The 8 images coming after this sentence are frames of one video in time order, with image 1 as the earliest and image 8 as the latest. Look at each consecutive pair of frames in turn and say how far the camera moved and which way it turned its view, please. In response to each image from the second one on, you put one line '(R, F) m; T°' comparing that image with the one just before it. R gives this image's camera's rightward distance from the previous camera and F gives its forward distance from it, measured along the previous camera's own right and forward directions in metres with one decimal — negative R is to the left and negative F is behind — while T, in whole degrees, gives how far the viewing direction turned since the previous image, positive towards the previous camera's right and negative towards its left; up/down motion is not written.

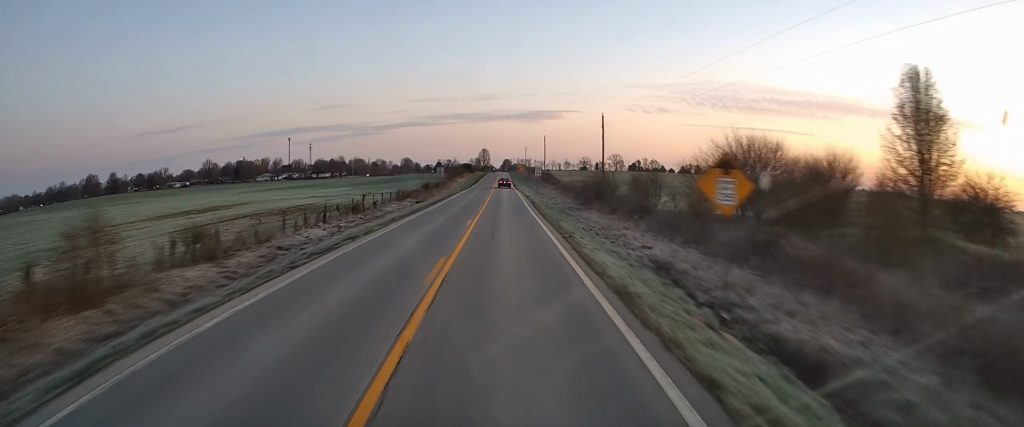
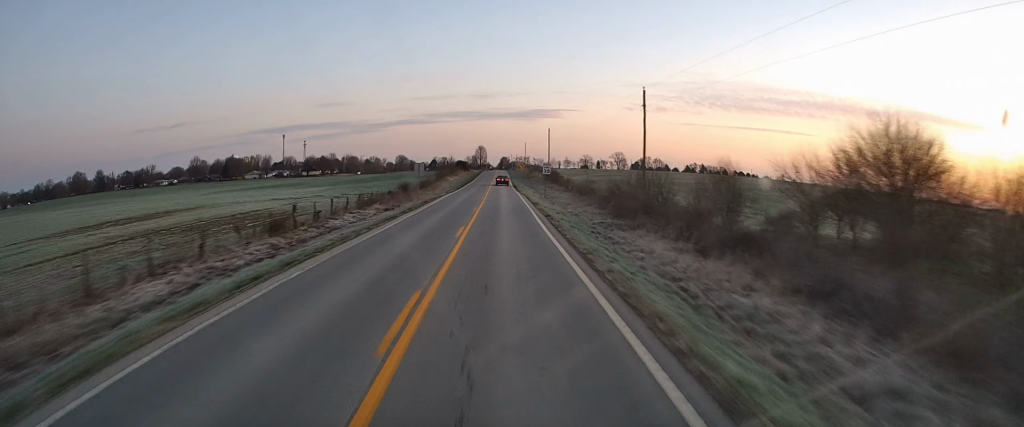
(0.0, +16.9) m; -1°
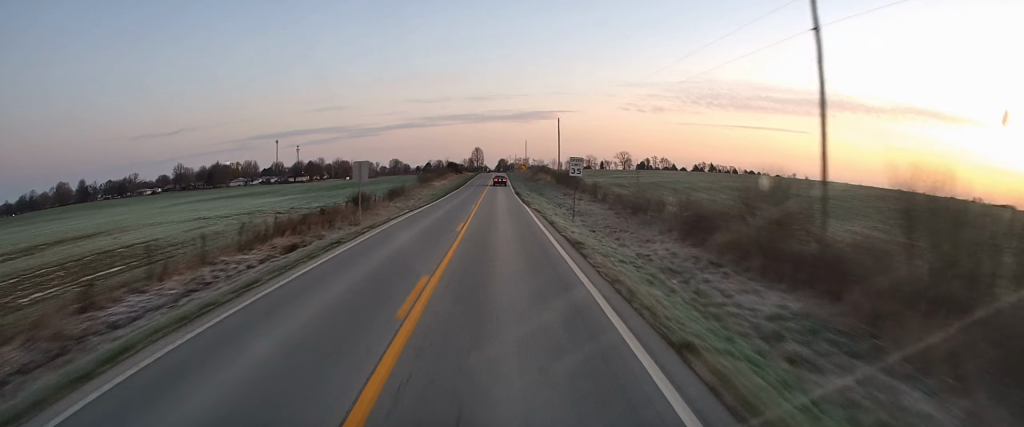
(-0.3, +23.2) m; 0°
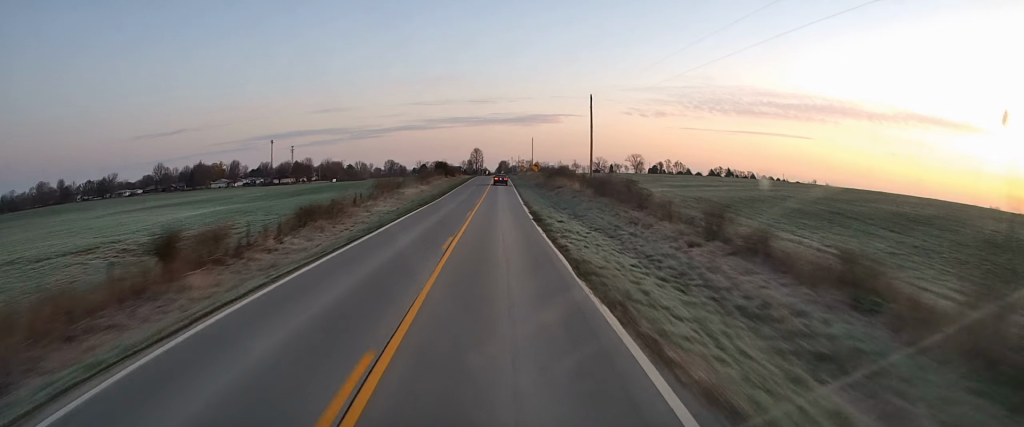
(+0.4, +30.1) m; +1°
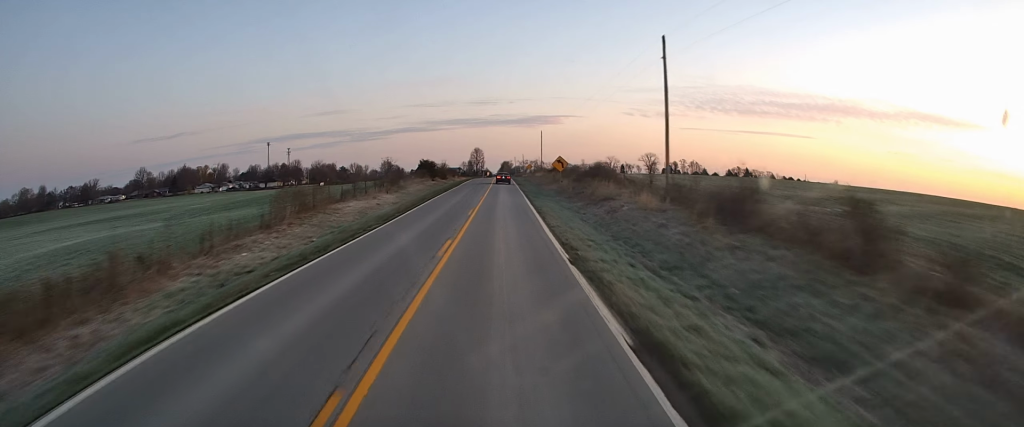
(-0.3, +26.3) m; -1°
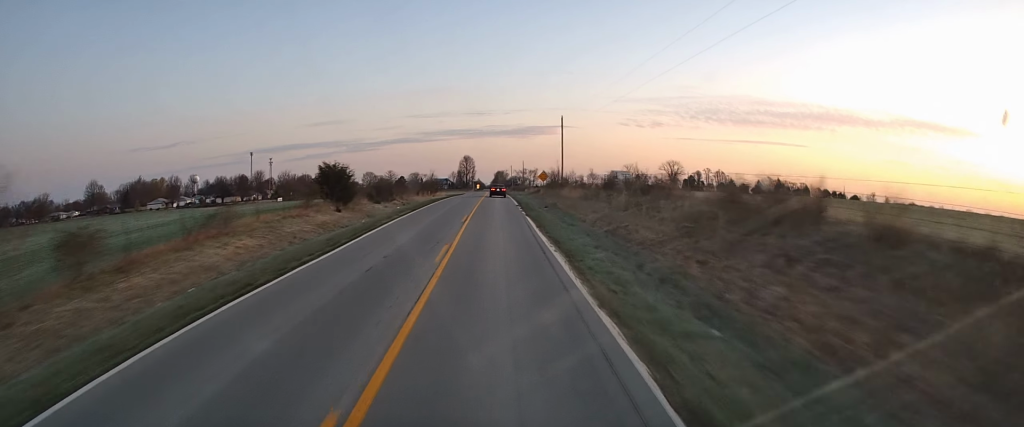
(+0.3, +51.2) m; 0°
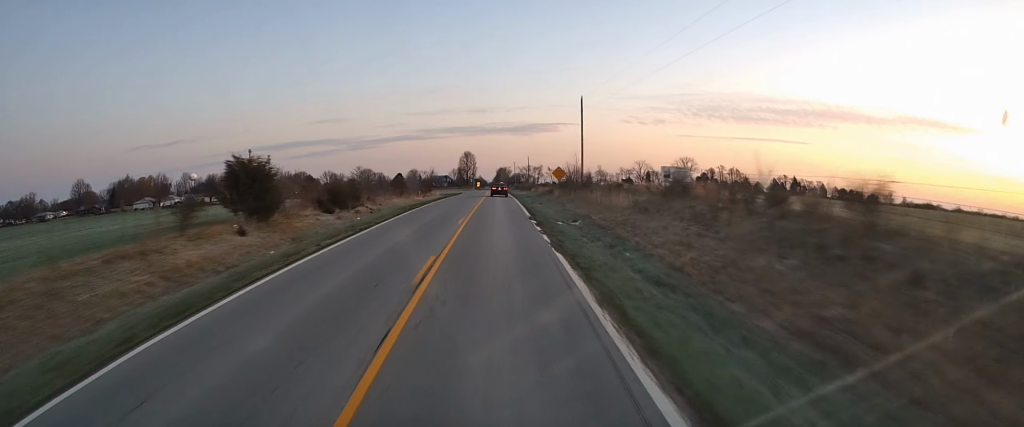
(0.0, +16.2) m; 0°
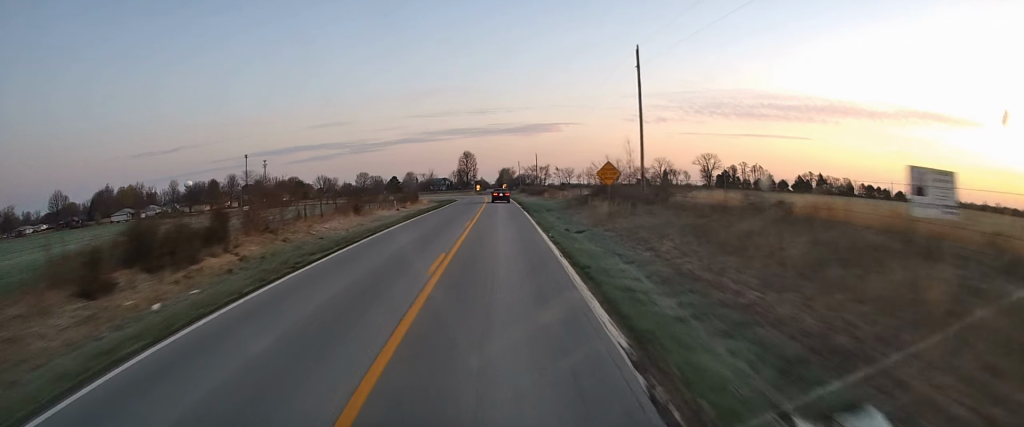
(-0.3, +24.3) m; 0°
